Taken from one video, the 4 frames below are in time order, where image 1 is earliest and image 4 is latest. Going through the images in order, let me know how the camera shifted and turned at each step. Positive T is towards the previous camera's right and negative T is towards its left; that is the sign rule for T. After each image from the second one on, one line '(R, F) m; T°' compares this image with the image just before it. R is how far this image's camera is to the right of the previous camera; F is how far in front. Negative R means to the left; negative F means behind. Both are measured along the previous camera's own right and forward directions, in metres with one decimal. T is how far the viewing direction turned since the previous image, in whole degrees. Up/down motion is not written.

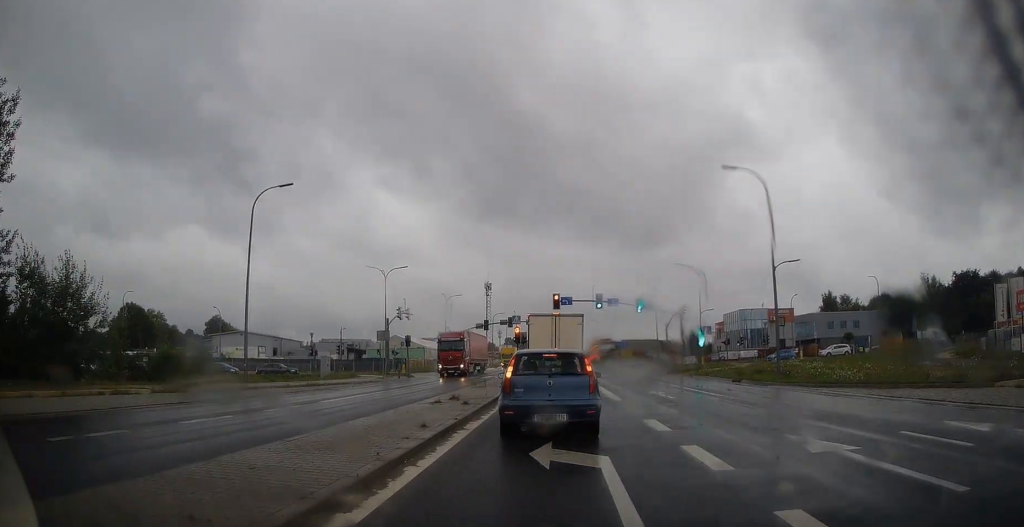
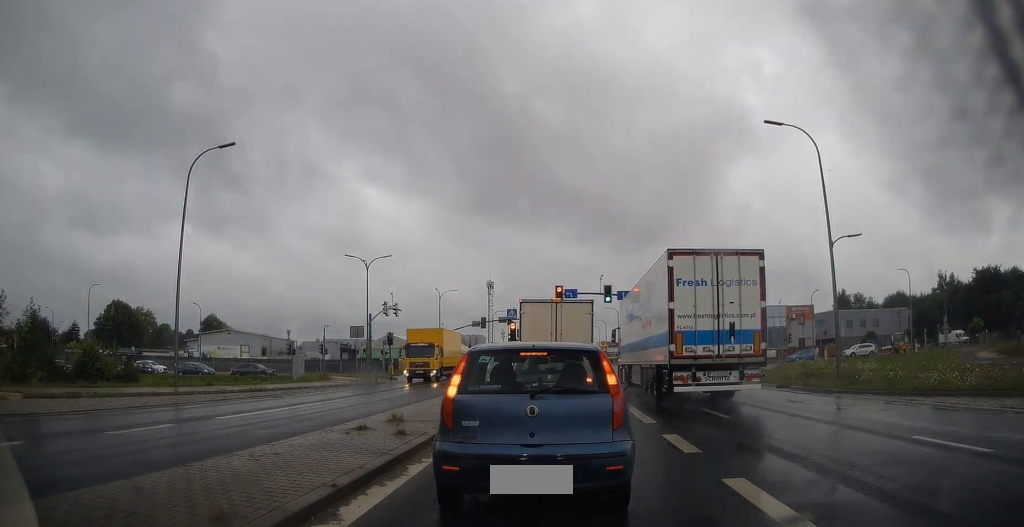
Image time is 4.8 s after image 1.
(+0.1, +5.6) m; -1°
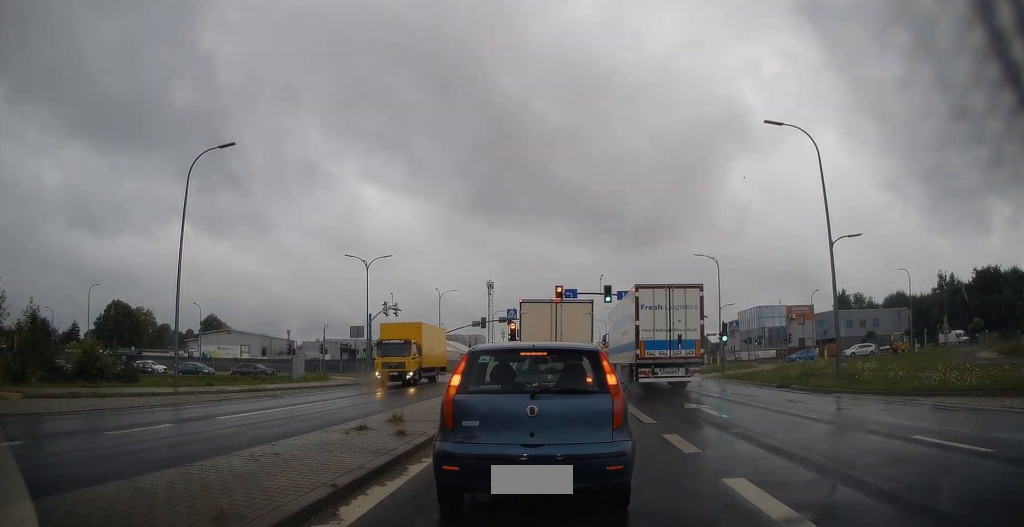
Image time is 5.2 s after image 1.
(+0.1, -0.1) m; 0°
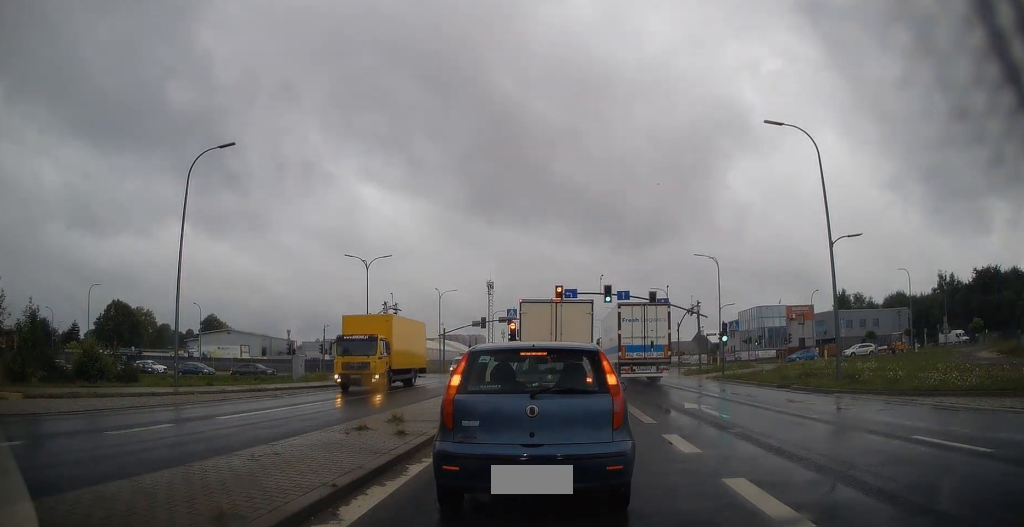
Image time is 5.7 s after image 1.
(+0.1, -0.1) m; 0°
